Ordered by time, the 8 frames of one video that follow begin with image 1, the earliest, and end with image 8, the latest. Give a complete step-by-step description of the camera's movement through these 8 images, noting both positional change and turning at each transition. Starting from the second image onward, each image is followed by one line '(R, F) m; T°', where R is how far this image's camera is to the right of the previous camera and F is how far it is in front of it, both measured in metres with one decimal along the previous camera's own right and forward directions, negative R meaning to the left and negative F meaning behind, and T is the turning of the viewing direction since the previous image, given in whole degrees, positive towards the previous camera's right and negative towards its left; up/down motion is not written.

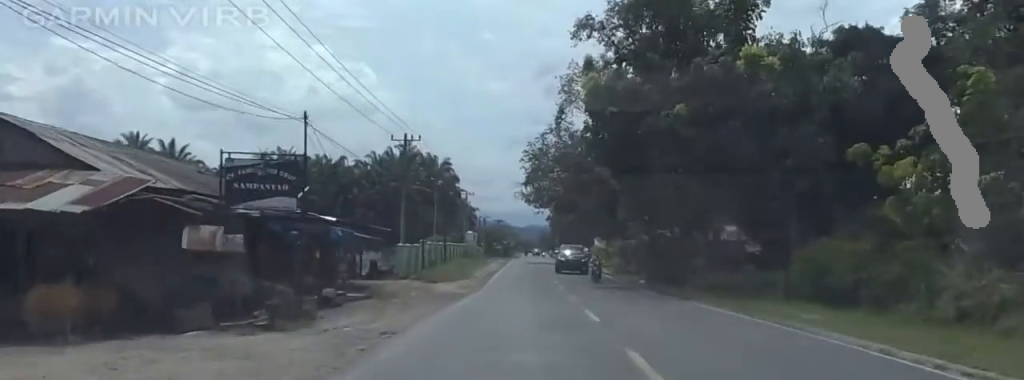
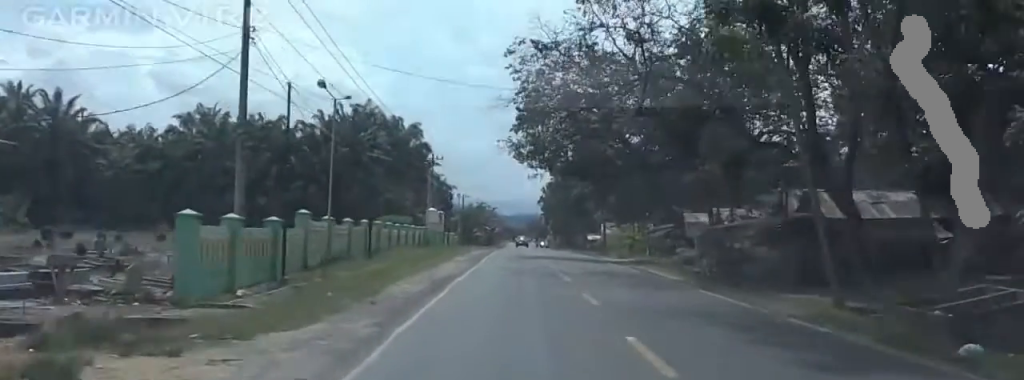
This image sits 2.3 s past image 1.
(+1.8, +34.1) m; 0°
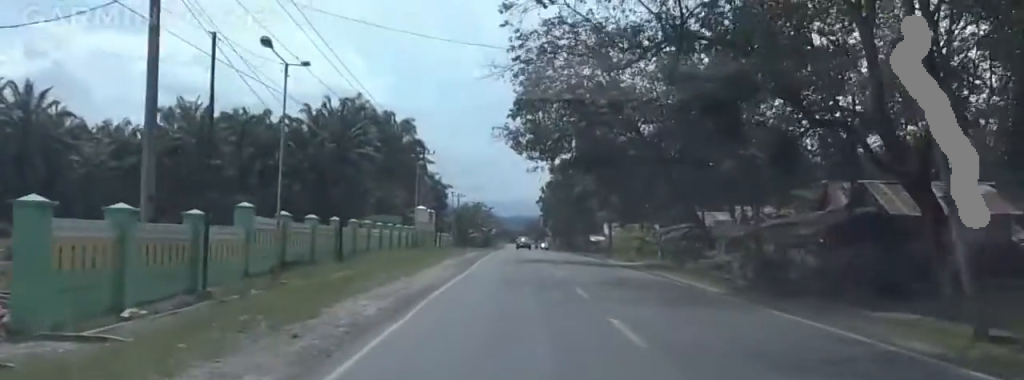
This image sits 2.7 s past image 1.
(-0.5, +6.5) m; 0°
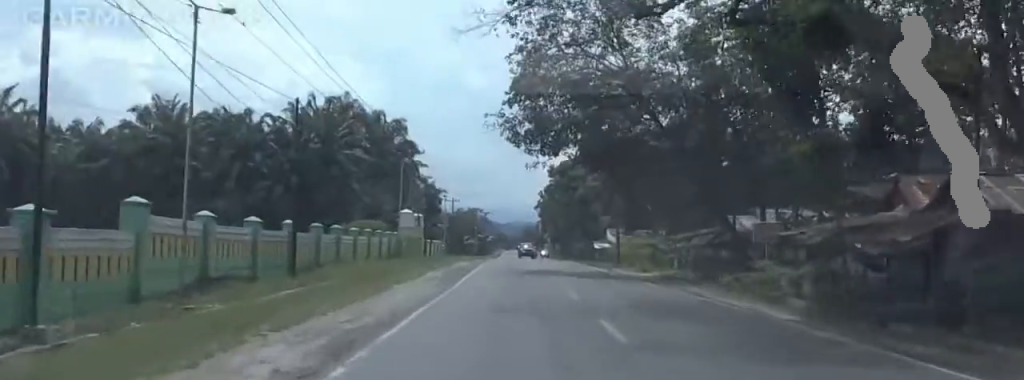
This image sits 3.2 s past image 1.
(-0.3, +7.1) m; 0°
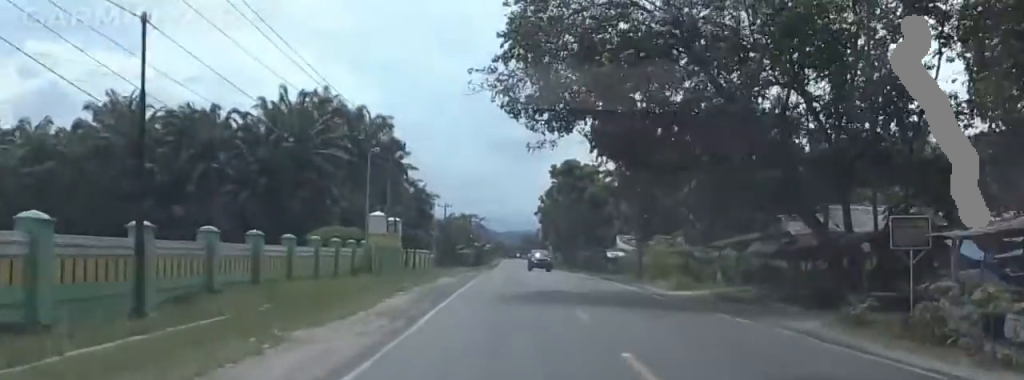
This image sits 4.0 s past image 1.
(+0.7, +11.6) m; 0°
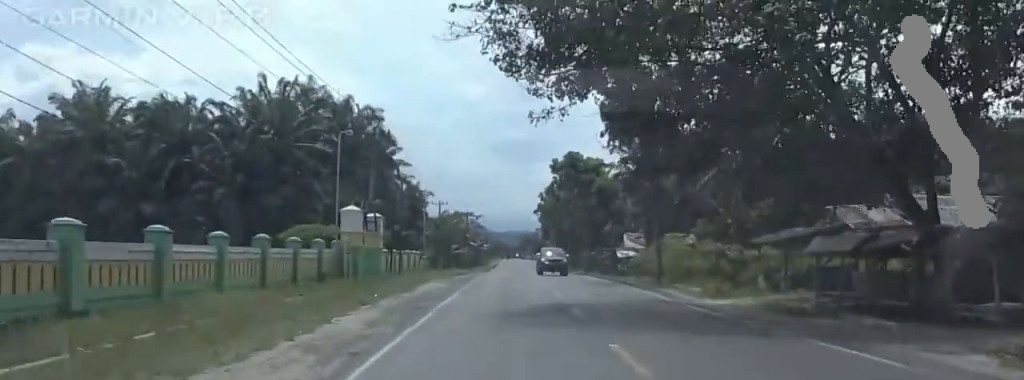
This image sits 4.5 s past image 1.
(-0.2, +7.0) m; -1°
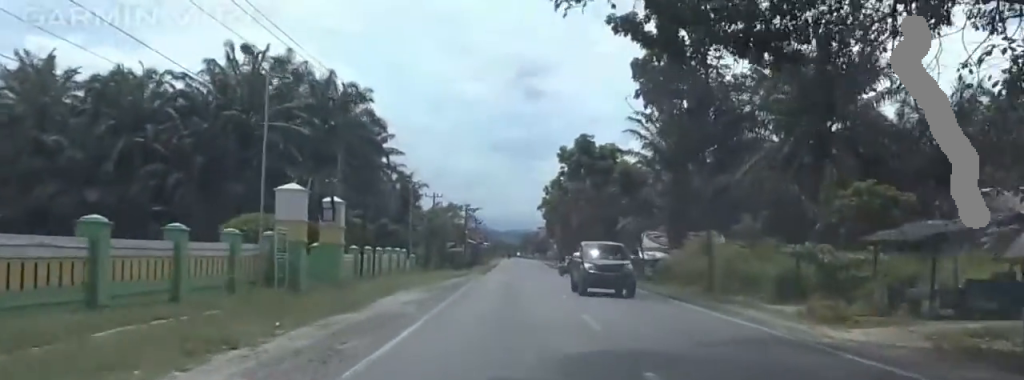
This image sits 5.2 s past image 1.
(-0.5, +11.2) m; -2°
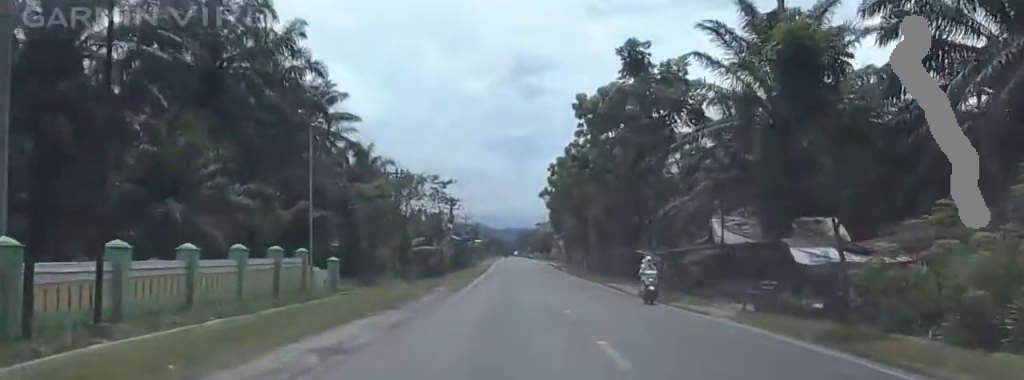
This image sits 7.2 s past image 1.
(+1.6, +29.1) m; +3°
